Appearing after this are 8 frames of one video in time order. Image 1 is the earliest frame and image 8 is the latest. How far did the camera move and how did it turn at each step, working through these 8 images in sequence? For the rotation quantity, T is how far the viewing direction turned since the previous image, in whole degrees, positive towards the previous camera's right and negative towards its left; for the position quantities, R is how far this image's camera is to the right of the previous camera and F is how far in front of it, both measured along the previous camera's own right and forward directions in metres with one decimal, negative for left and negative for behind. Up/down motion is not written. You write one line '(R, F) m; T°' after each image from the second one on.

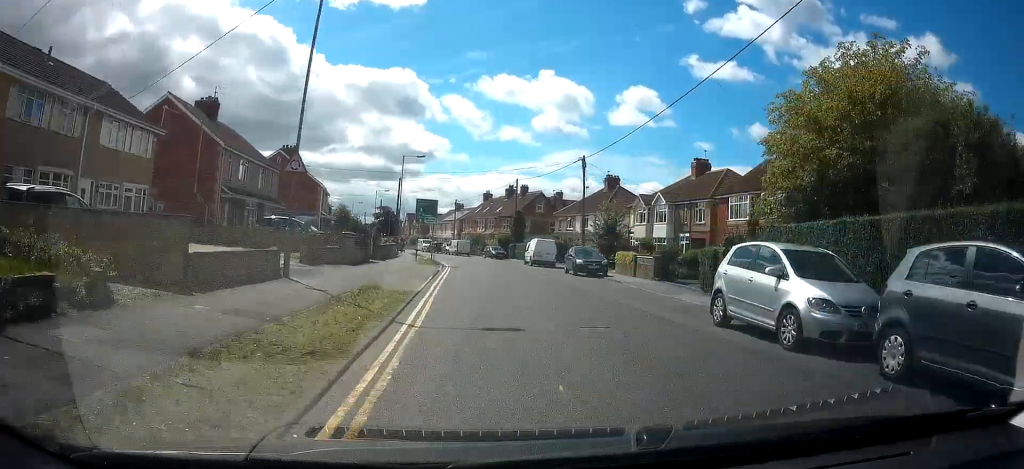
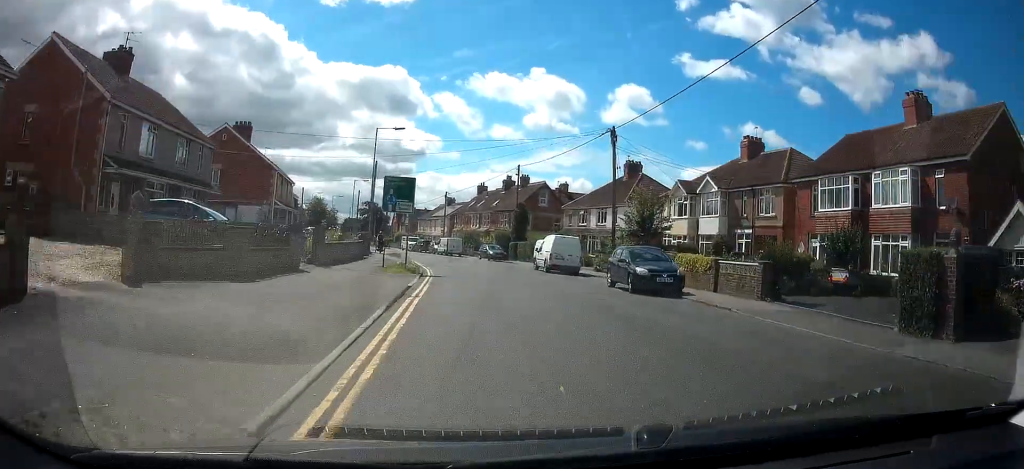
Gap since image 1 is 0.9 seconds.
(+0.1, +11.1) m; +1°
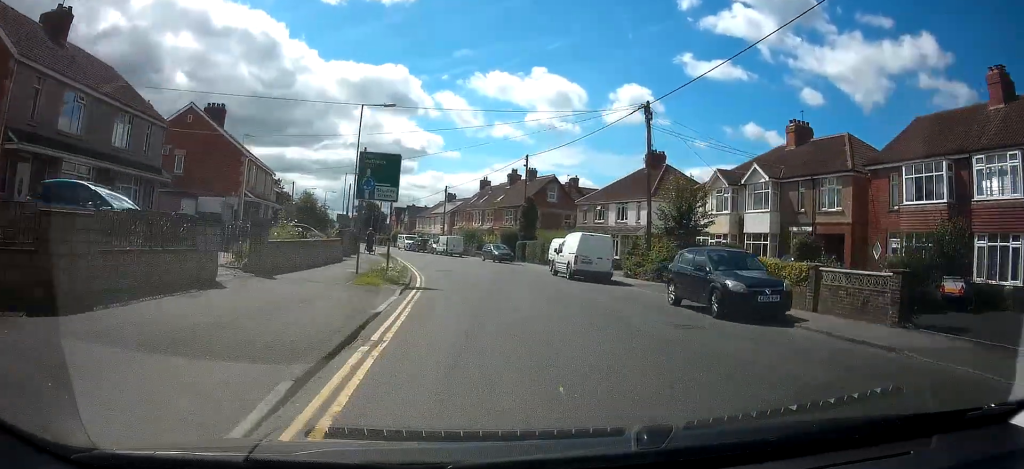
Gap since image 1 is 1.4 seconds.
(+0.2, +6.1) m; -1°
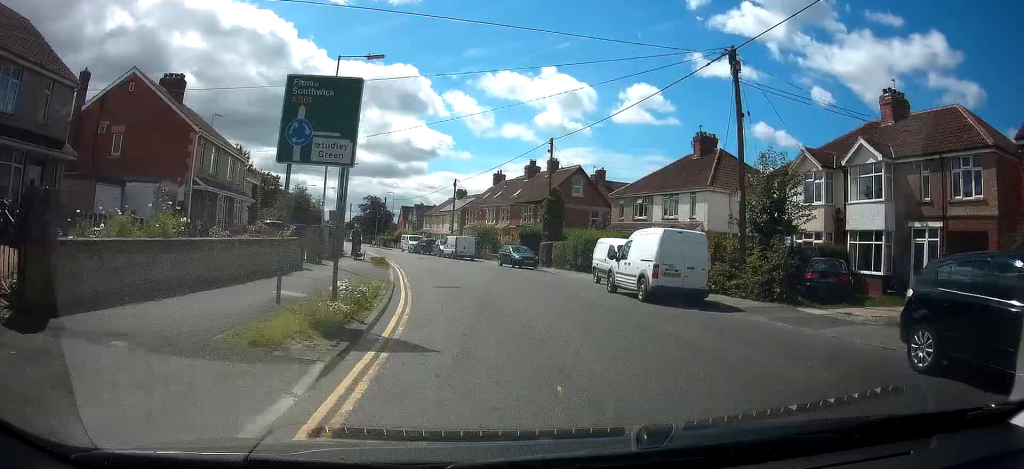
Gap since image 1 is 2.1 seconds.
(-0.1, +8.6) m; -2°
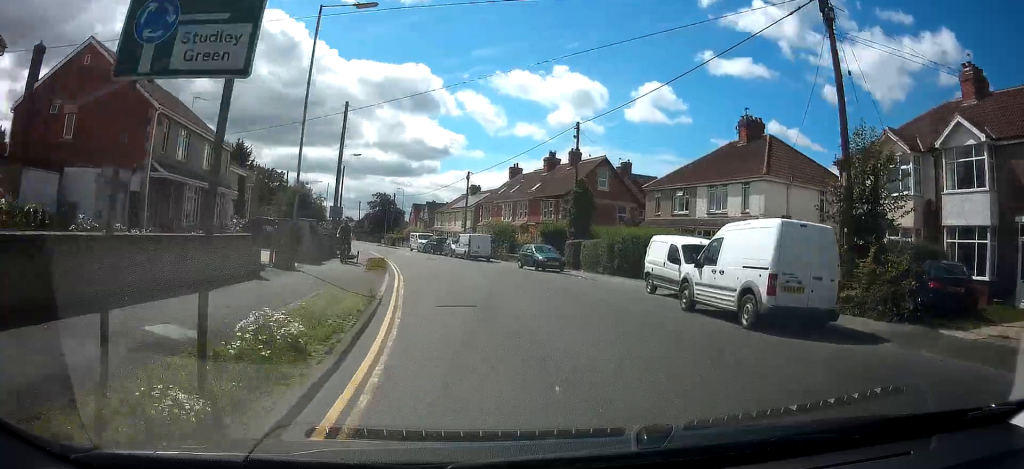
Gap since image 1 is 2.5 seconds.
(-0.1, +5.3) m; -2°
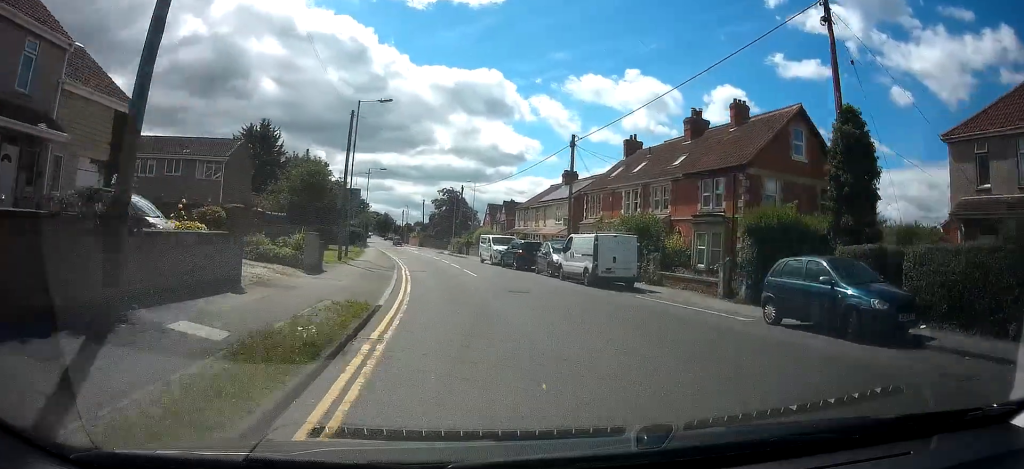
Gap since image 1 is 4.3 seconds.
(-1.5, +21.7) m; -7°
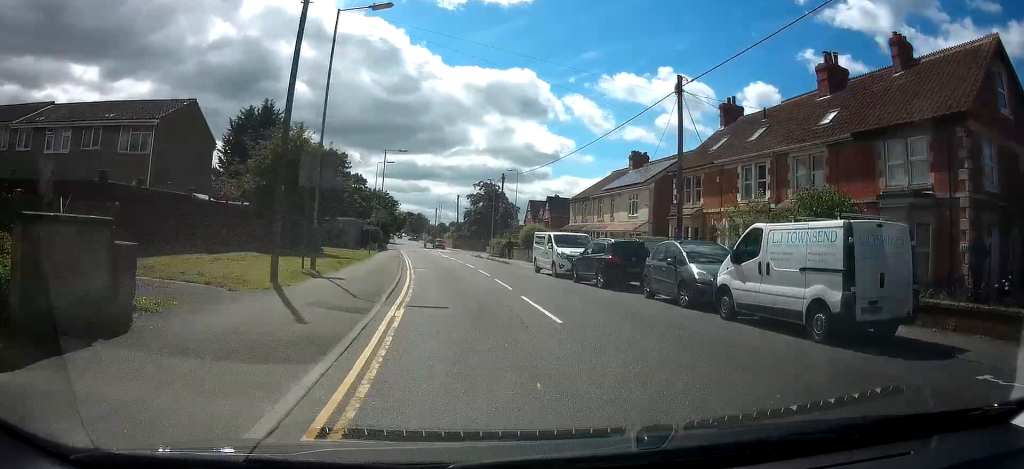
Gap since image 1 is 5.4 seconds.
(-0.4, +12.5) m; -4°
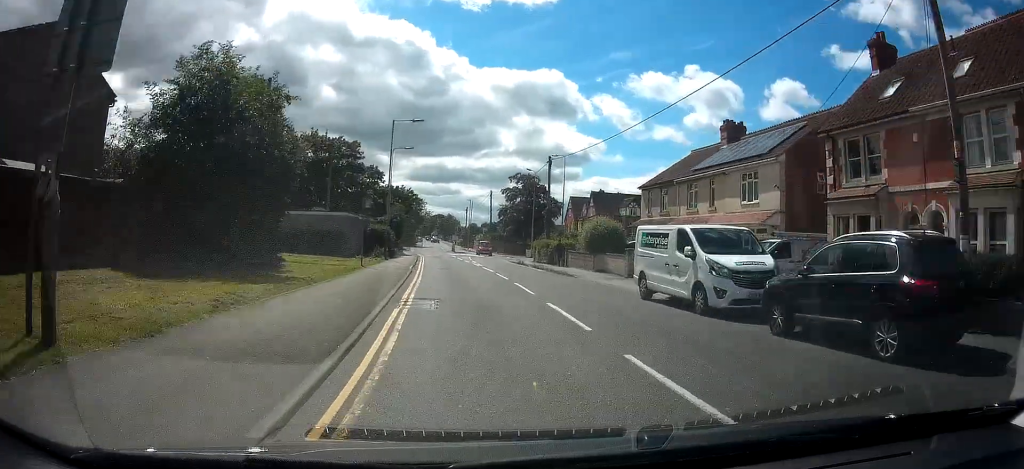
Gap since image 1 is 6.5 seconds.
(-0.4, +12.6) m; -3°
